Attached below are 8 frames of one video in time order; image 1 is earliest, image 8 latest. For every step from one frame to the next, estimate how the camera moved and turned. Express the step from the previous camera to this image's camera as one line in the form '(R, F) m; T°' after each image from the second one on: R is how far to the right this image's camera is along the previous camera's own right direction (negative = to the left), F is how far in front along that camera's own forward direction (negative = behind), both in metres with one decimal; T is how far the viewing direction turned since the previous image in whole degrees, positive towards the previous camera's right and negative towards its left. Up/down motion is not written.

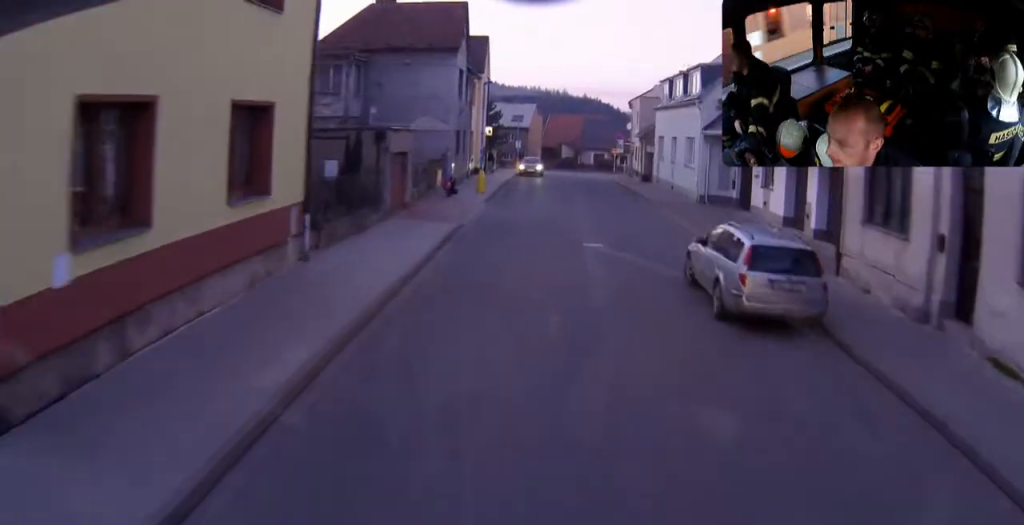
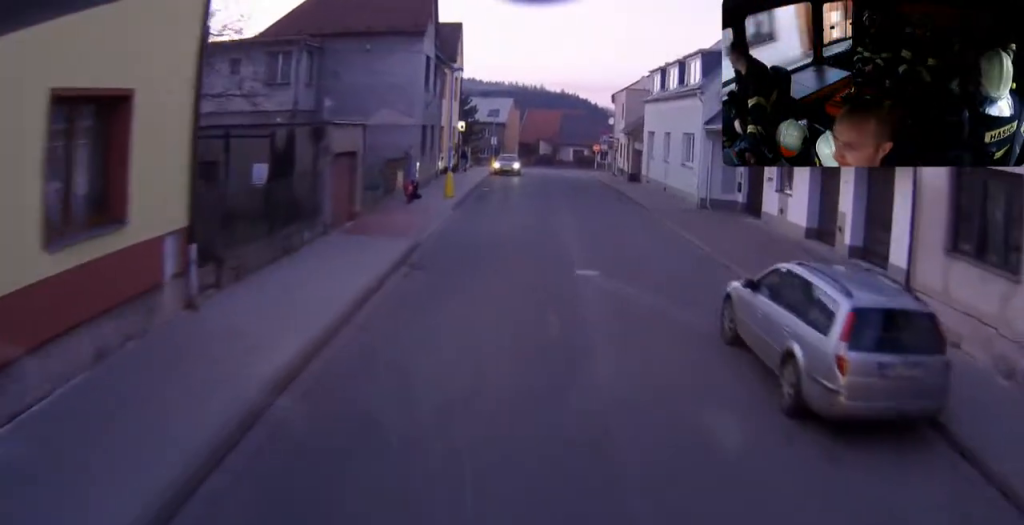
(+0.1, +4.4) m; +1°
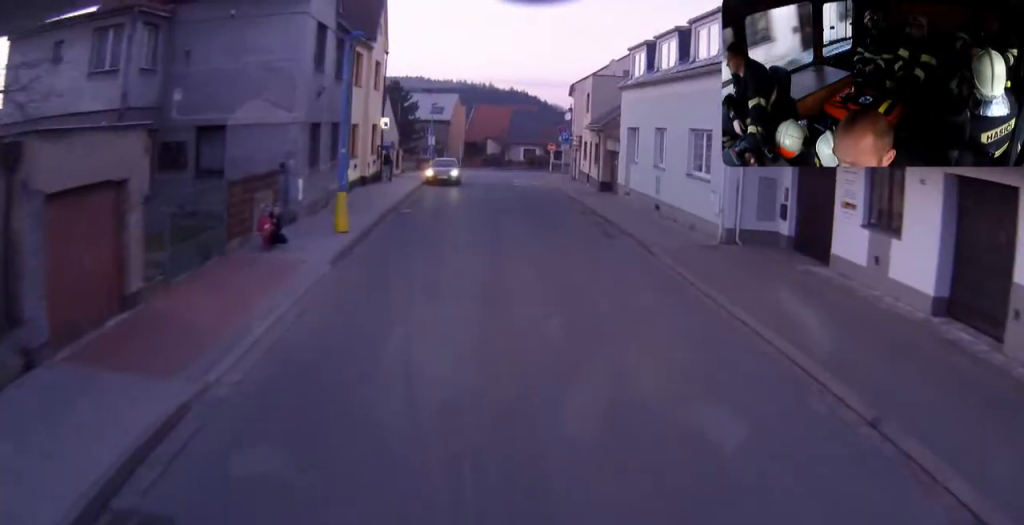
(+0.1, +10.2) m; +2°
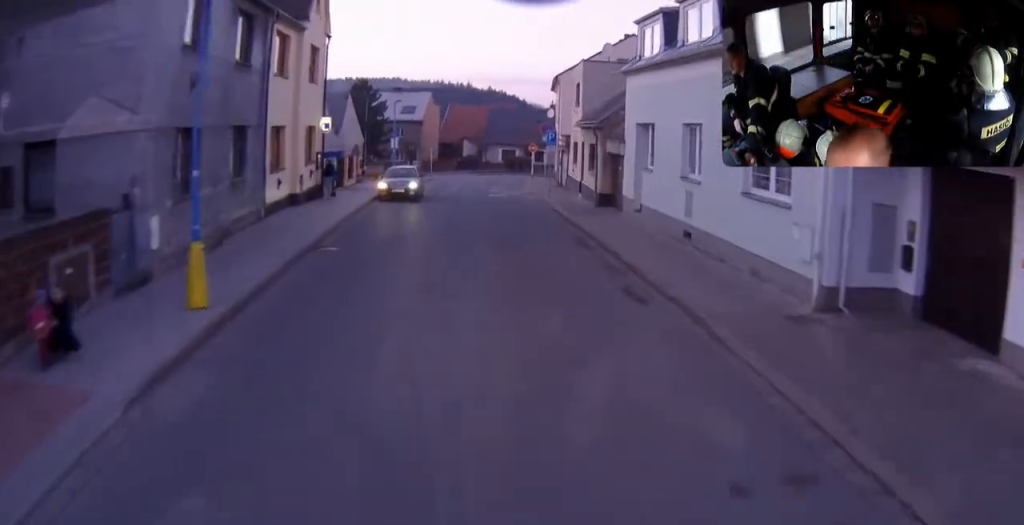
(+0.1, +7.9) m; 0°
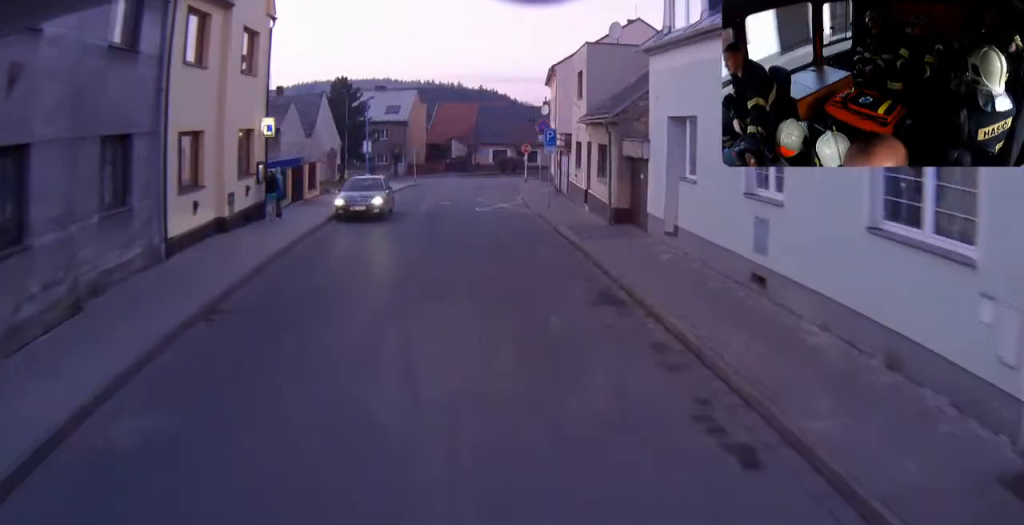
(+0.1, +6.2) m; 0°
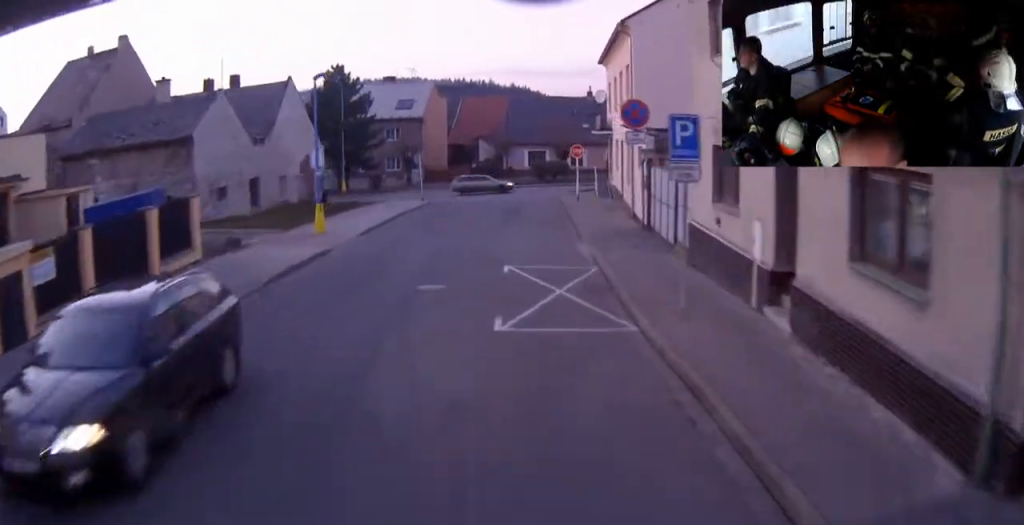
(-0.7, +17.0) m; -3°
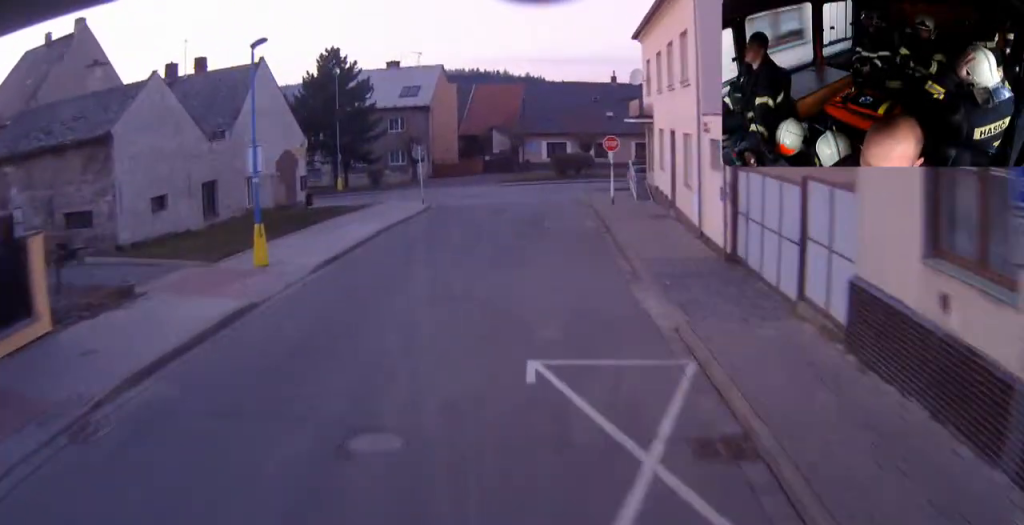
(0.0, +7.2) m; 0°
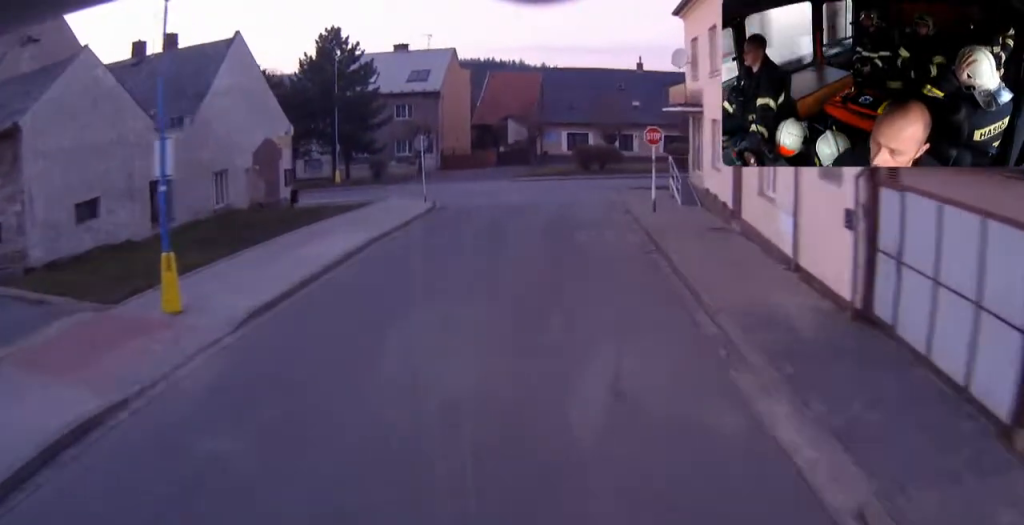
(0.0, +5.5) m; 0°
